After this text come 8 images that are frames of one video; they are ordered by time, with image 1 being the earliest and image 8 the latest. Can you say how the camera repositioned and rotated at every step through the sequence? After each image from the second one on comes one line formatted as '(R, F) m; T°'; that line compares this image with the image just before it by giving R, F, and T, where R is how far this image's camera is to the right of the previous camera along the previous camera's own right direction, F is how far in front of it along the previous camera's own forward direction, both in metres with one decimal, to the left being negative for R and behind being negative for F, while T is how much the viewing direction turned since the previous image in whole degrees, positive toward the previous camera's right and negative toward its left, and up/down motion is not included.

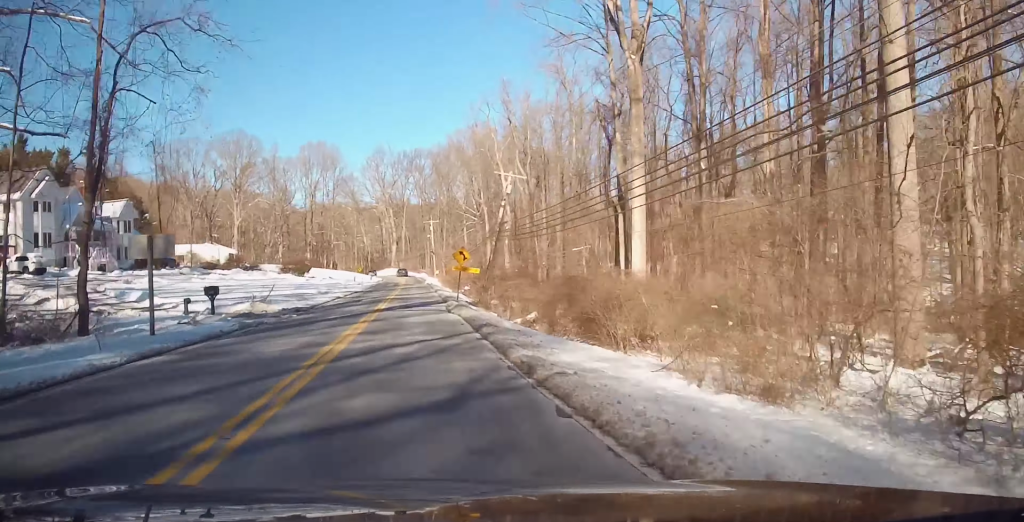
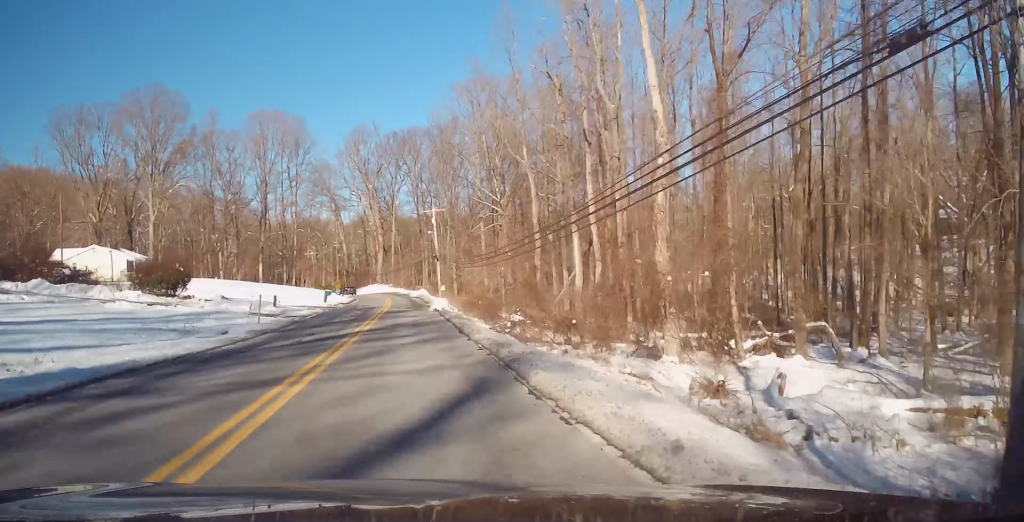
(-0.4, +41.9) m; 0°
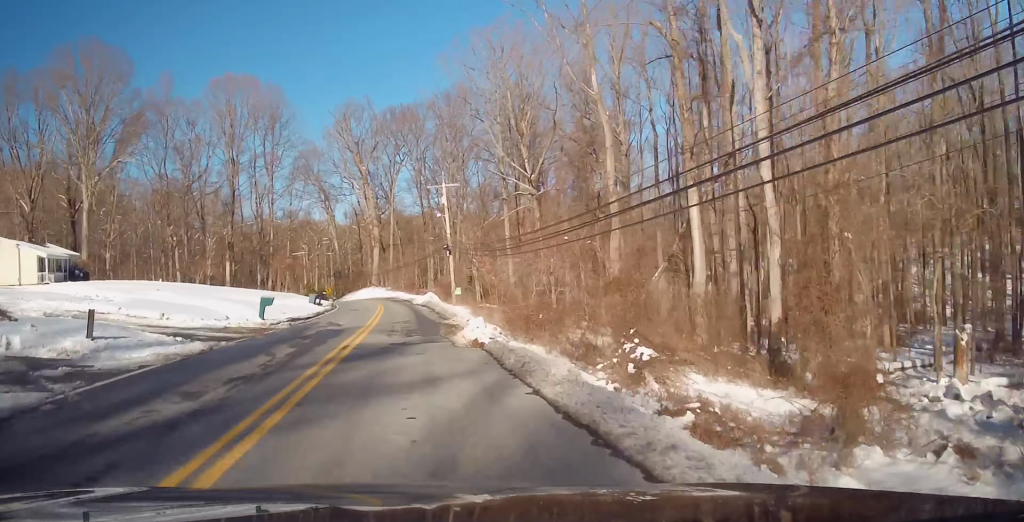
(+0.1, +20.8) m; 0°
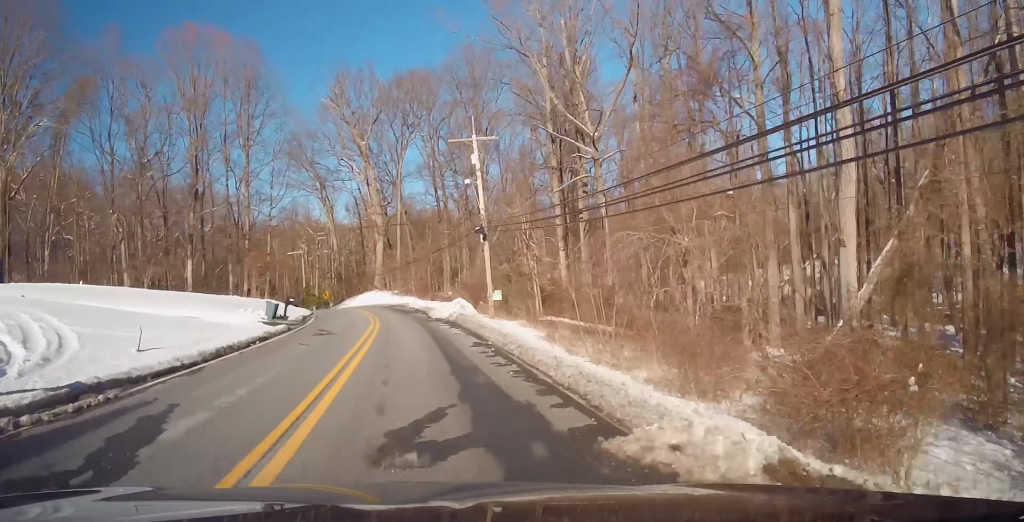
(+0.4, +19.6) m; -1°
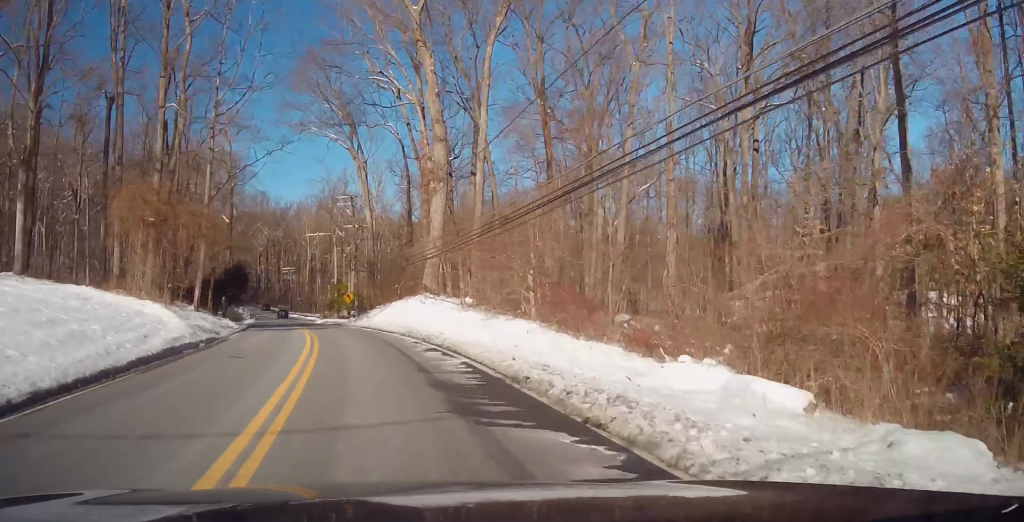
(-1.8, +41.0) m; -8°
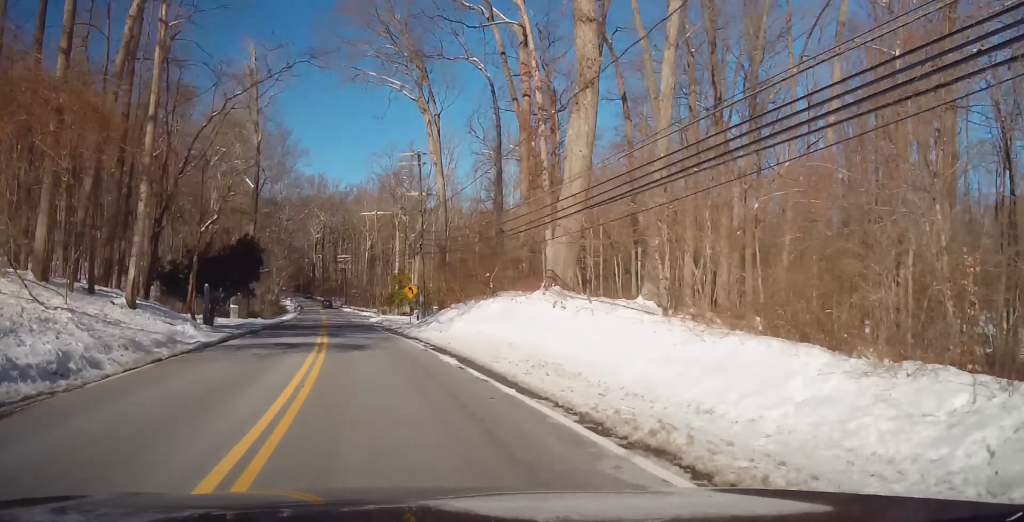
(-1.5, +17.9) m; -3°
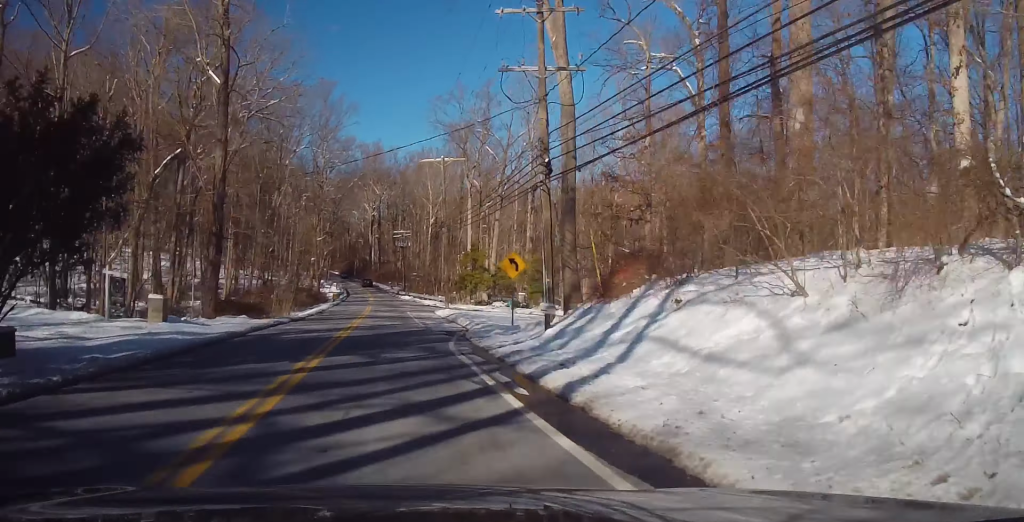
(-1.1, +25.0) m; -4°
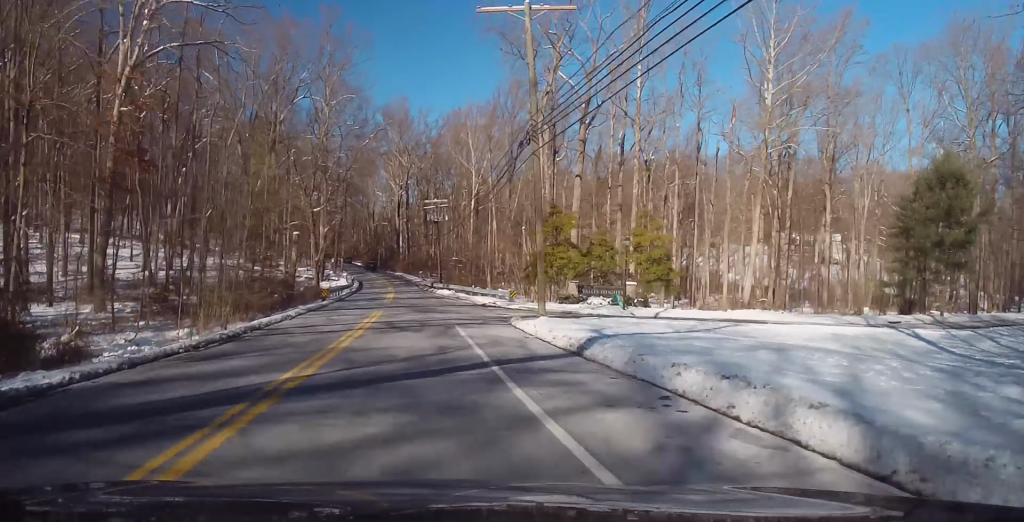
(-0.6, +29.7) m; -2°
